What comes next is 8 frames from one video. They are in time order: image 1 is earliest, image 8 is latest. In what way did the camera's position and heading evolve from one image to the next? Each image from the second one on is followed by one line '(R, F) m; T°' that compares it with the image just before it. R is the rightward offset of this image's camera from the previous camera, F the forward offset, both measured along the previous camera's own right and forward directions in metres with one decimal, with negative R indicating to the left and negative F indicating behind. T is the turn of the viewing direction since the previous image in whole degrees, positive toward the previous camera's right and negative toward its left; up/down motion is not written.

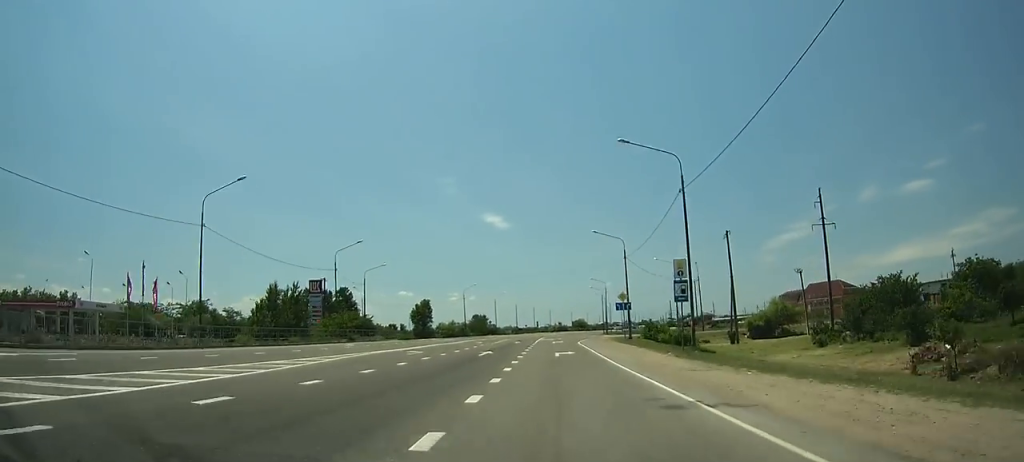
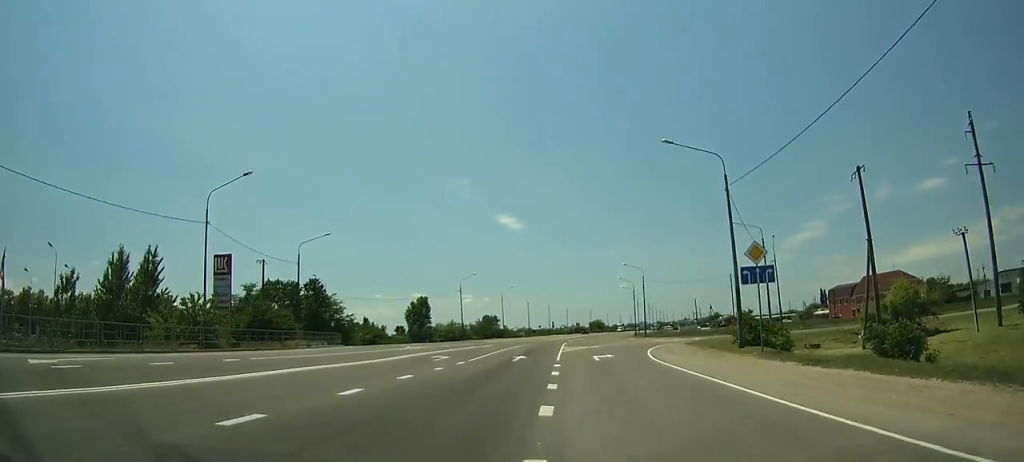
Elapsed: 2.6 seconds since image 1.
(-0.3, +30.7) m; 0°
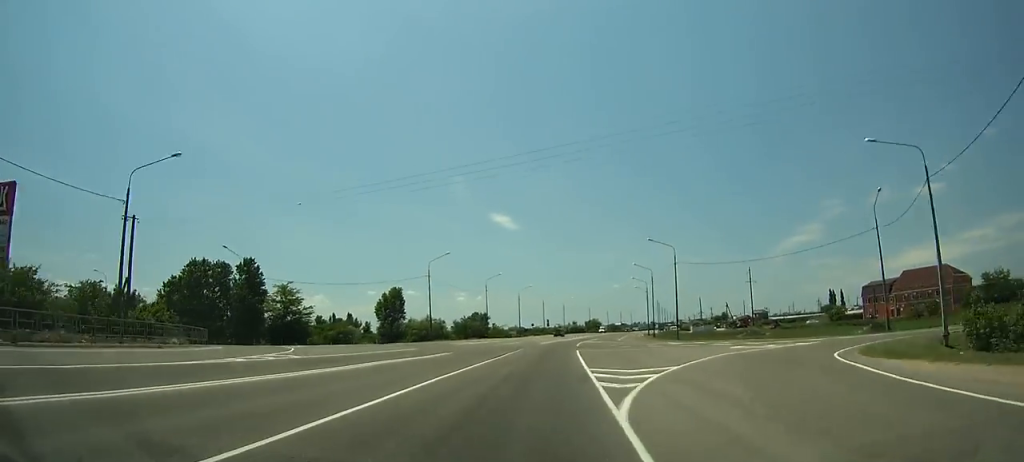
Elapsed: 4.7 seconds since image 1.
(-0.1, +27.4) m; +1°
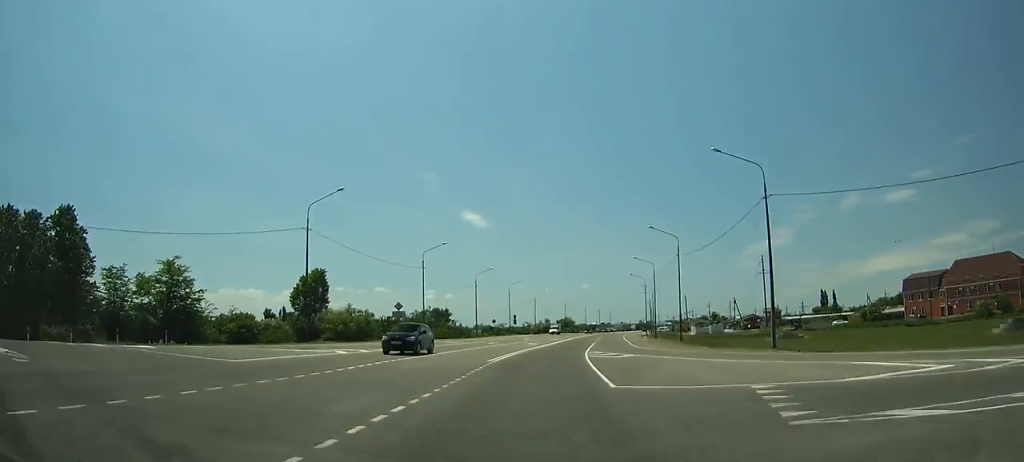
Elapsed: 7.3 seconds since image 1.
(+0.3, +37.2) m; +3°
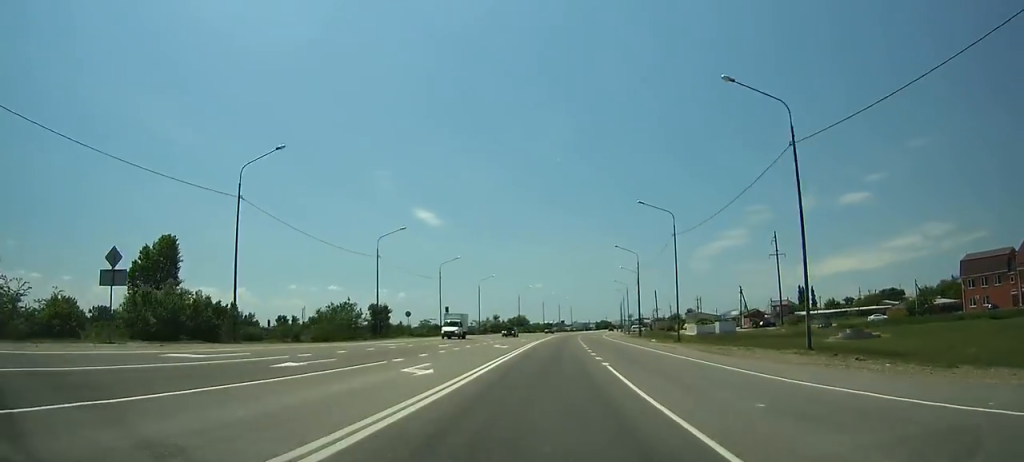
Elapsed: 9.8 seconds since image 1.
(+0.9, +38.7) m; +4°
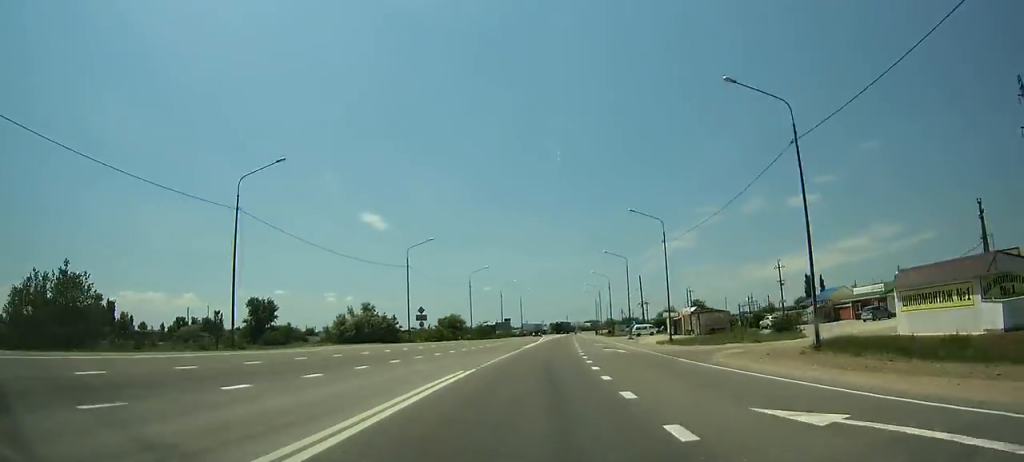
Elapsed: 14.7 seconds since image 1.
(+5.0, +83.8) m; +5°
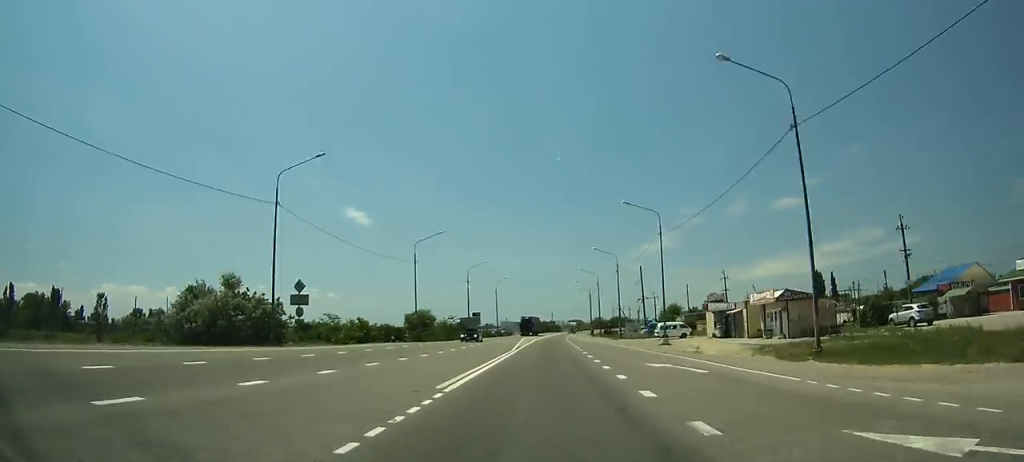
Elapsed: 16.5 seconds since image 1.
(+0.4, +32.5) m; +2°
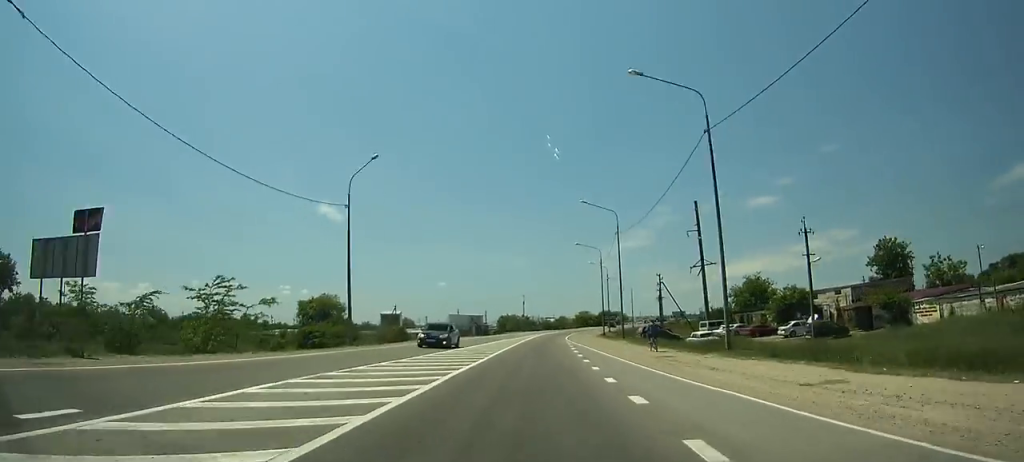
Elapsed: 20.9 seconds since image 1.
(+2.5, +82.4) m; +3°
